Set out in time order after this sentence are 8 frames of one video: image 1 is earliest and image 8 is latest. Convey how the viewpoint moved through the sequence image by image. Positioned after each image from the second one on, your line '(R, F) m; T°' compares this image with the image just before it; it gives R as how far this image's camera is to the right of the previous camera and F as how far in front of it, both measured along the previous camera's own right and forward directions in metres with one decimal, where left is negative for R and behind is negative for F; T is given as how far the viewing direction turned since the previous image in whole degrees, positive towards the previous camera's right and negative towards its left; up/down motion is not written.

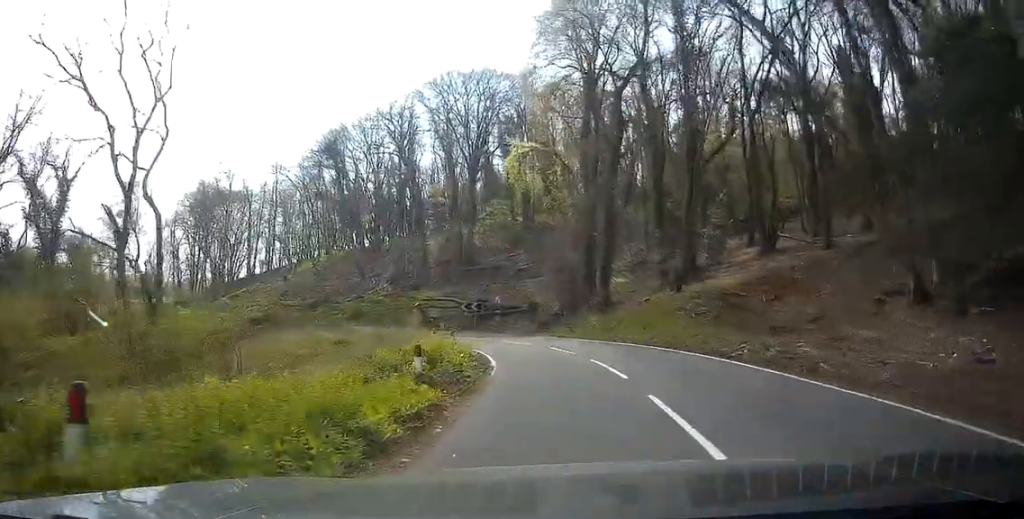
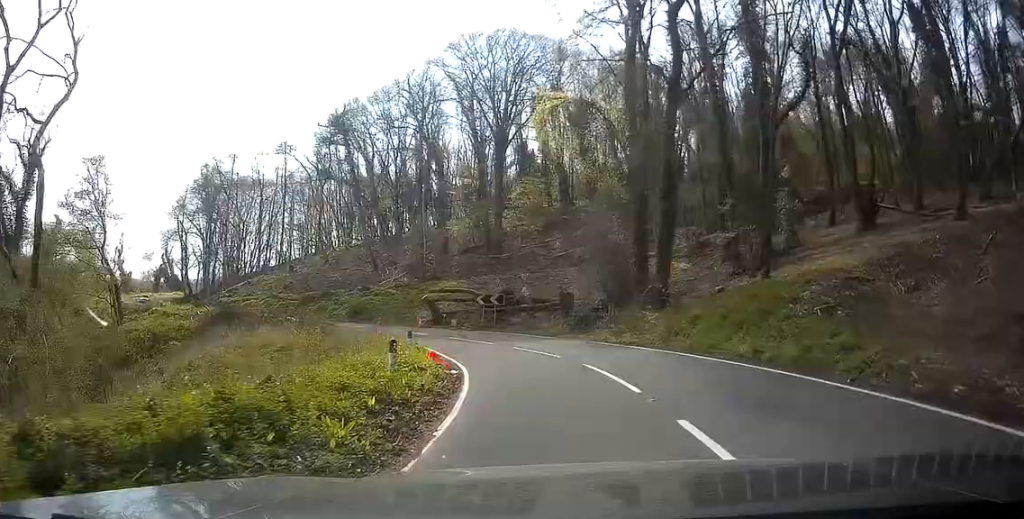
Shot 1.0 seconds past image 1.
(0.0, +10.1) m; 0°
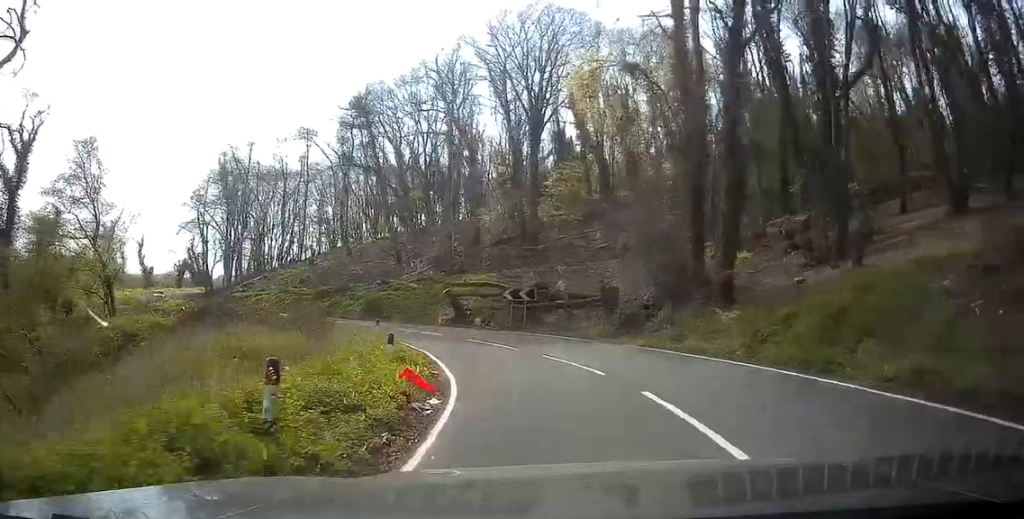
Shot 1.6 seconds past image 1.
(-0.1, +5.7) m; 0°
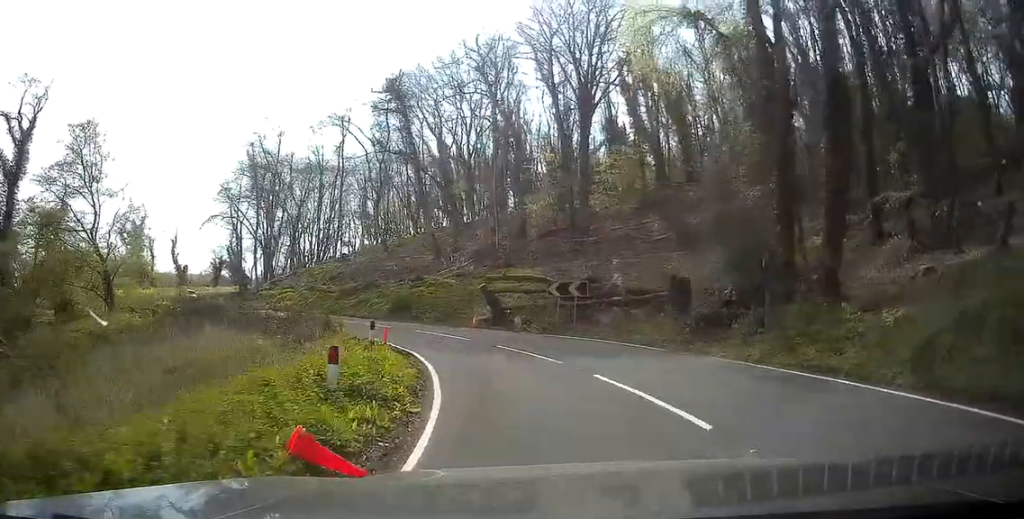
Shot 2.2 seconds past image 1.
(0.0, +6.2) m; -2°
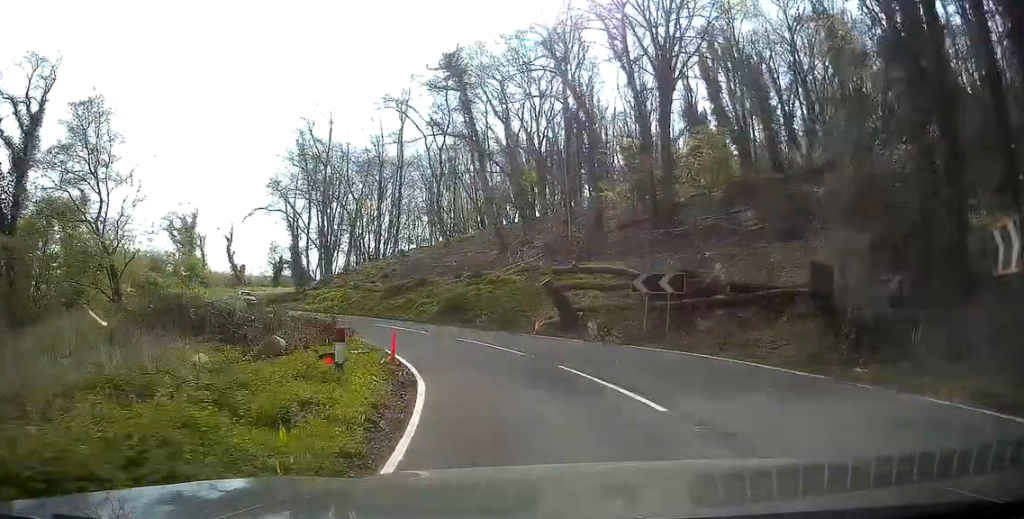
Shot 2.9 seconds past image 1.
(-0.1, +7.4) m; -7°
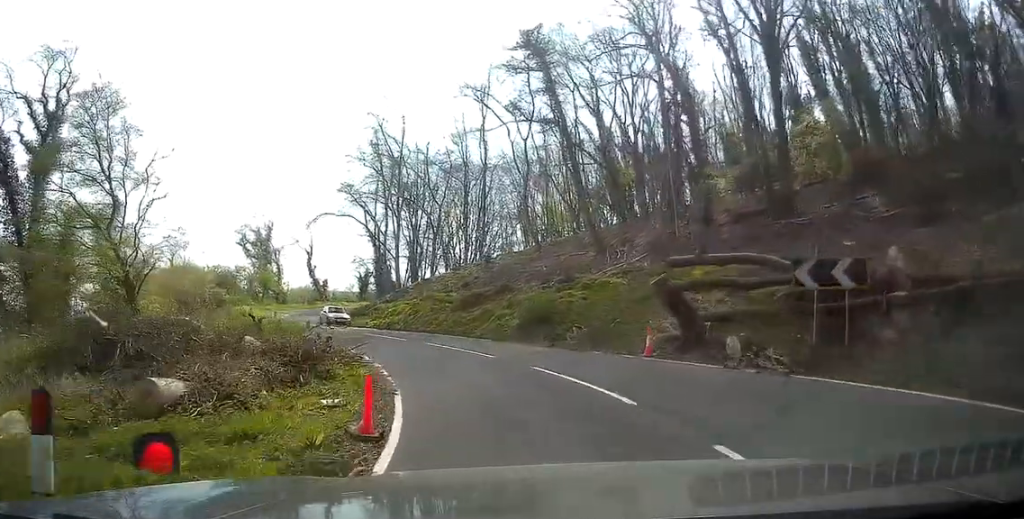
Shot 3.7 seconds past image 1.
(-0.2, +8.1) m; -15°
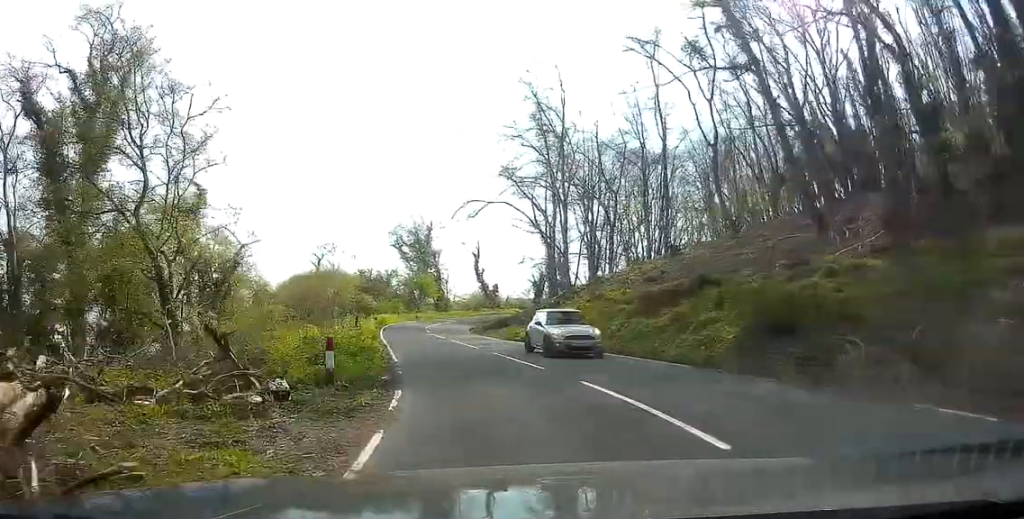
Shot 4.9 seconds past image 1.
(-2.4, +12.0) m; -6°
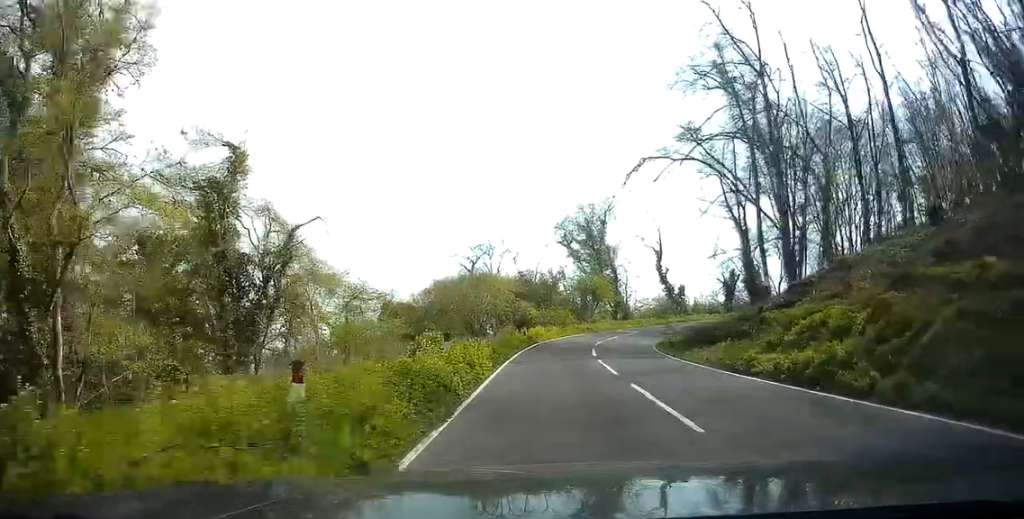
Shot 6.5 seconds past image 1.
(+2.0, +16.2) m; +1°
